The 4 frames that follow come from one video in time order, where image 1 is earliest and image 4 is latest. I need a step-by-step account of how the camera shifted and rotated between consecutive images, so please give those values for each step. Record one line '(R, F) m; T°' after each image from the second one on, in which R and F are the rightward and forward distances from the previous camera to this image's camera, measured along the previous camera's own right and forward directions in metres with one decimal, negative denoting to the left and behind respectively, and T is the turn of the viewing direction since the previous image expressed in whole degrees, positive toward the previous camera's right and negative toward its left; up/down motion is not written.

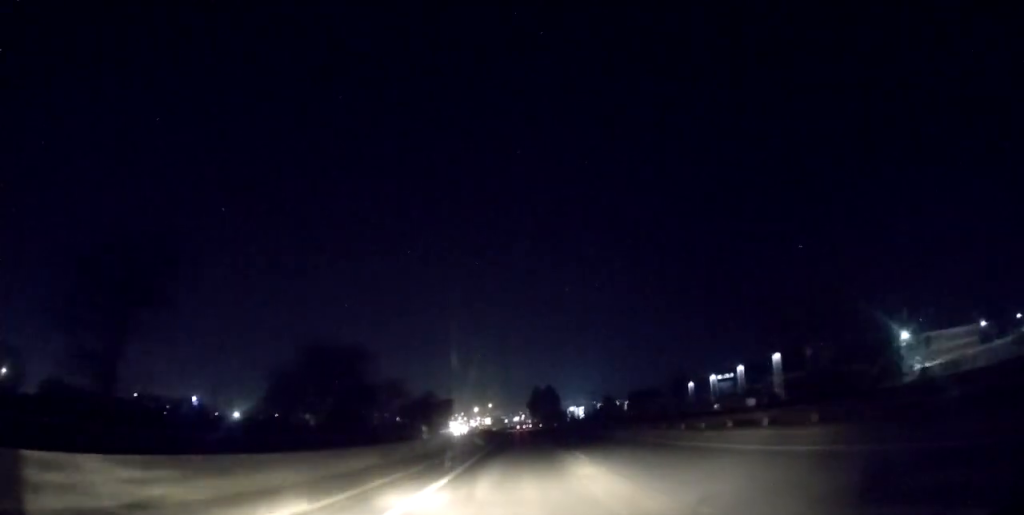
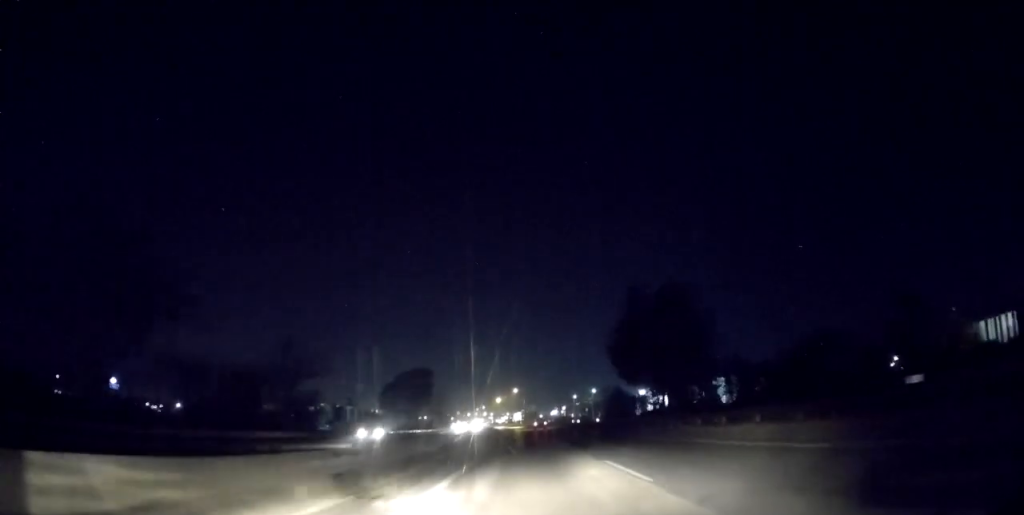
(-3.4, +109.8) m; -4°
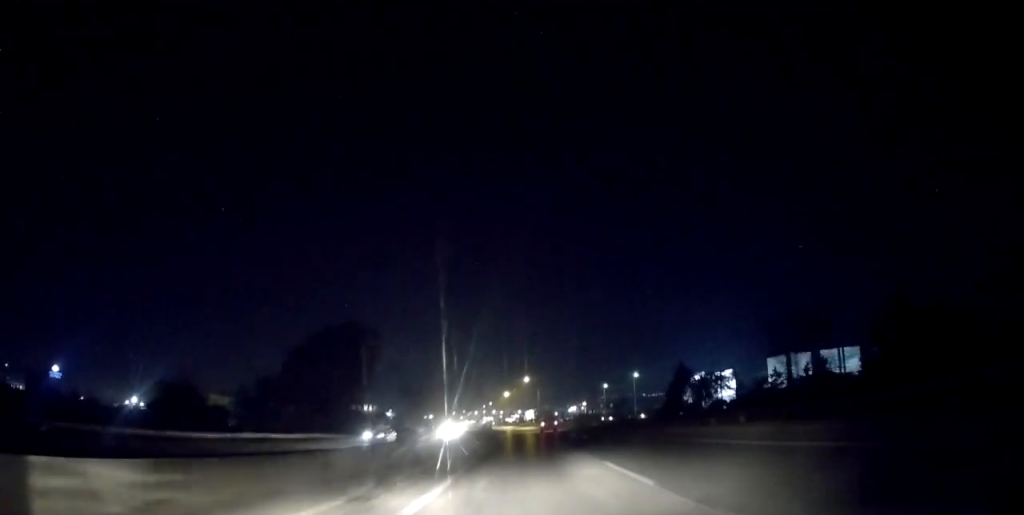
(+0.3, +40.2) m; 0°
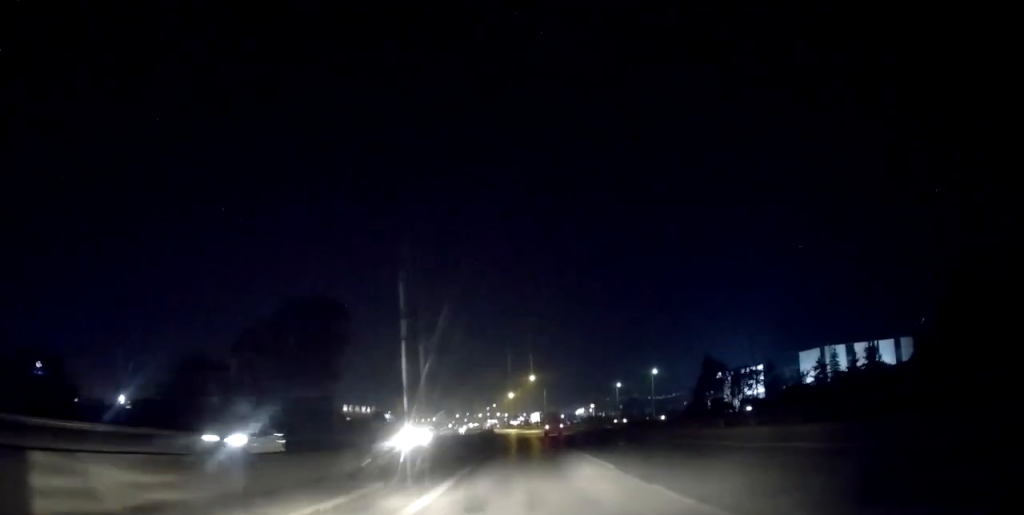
(0.0, +9.9) m; 0°
